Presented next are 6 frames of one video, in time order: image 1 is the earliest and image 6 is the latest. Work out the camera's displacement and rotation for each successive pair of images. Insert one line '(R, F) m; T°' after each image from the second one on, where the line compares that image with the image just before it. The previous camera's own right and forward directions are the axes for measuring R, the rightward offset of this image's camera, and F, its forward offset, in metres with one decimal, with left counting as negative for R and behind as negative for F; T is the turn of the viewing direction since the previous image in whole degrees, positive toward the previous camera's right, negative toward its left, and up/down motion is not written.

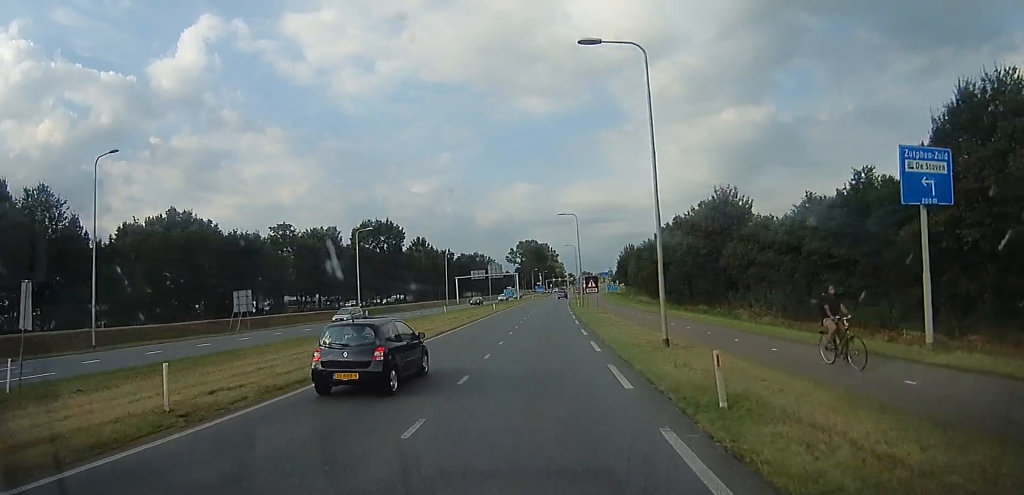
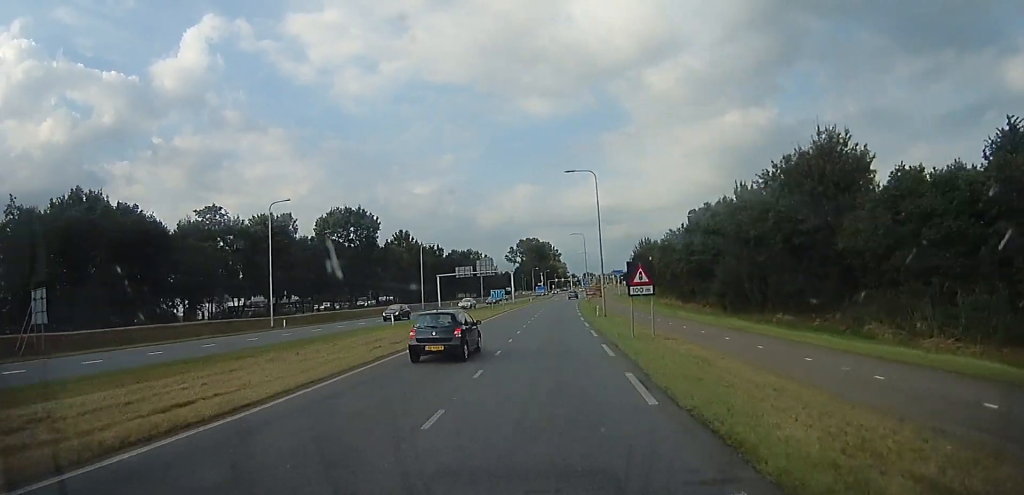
(+0.6, +20.2) m; +2°
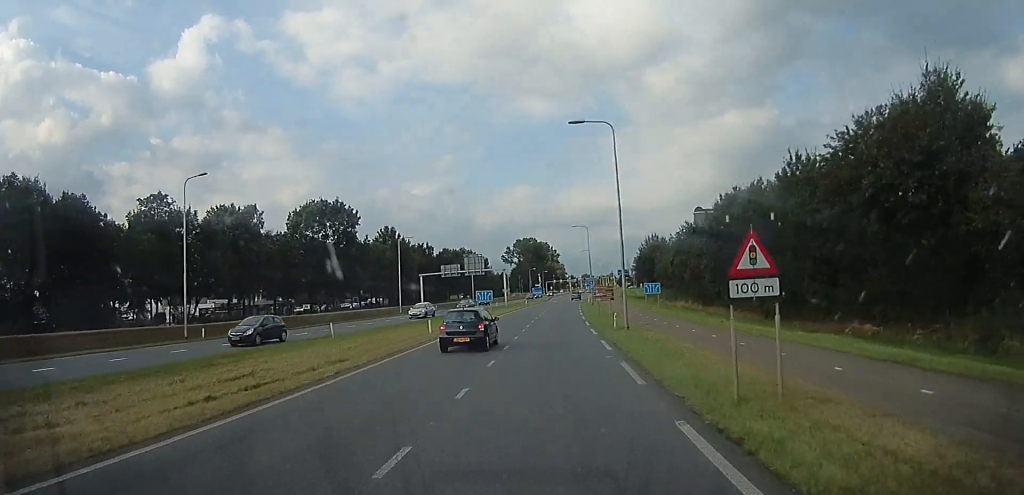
(-0.1, +10.7) m; -1°
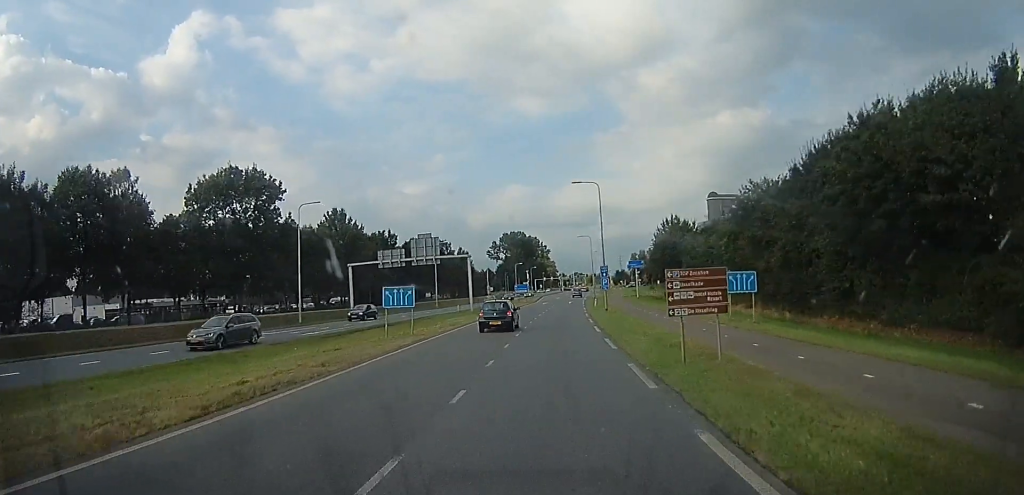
(-0.9, +25.5) m; 0°
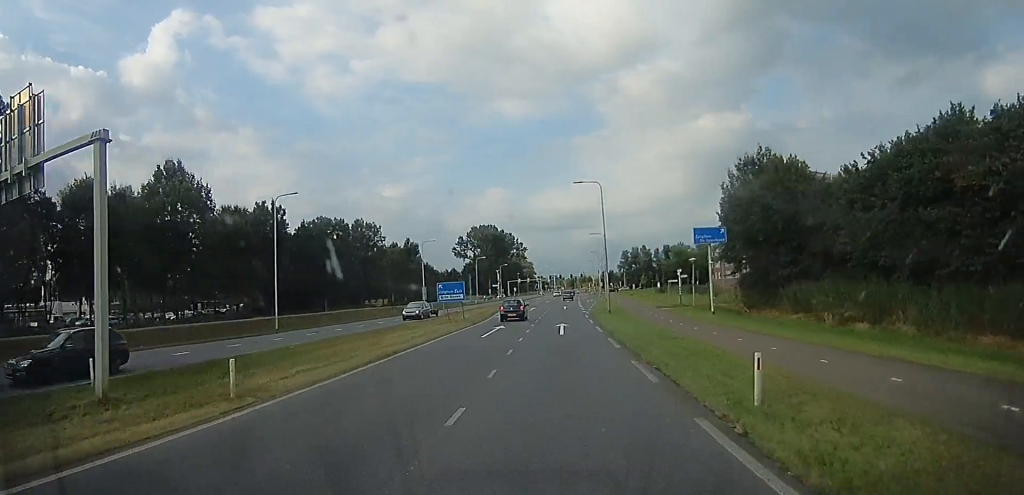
(+2.2, +42.4) m; +3°
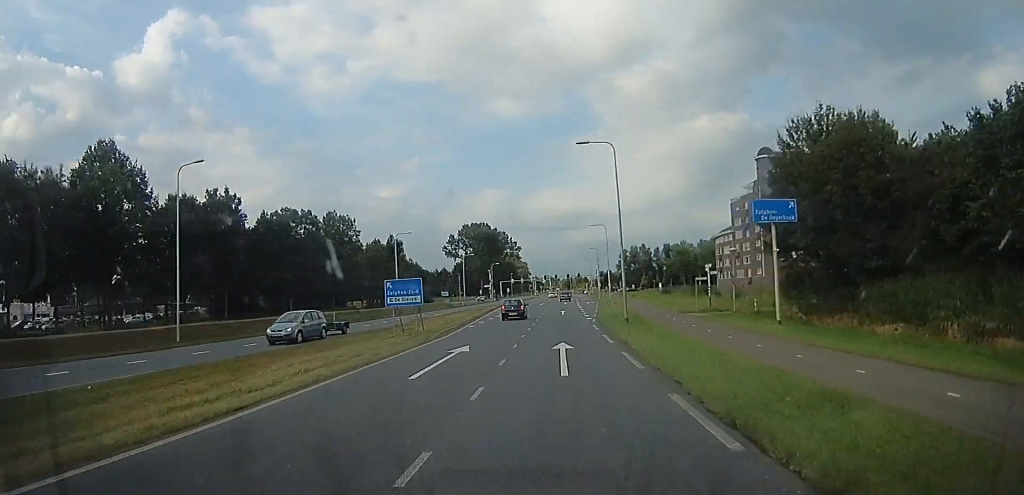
(0.0, +10.7) m; 0°
